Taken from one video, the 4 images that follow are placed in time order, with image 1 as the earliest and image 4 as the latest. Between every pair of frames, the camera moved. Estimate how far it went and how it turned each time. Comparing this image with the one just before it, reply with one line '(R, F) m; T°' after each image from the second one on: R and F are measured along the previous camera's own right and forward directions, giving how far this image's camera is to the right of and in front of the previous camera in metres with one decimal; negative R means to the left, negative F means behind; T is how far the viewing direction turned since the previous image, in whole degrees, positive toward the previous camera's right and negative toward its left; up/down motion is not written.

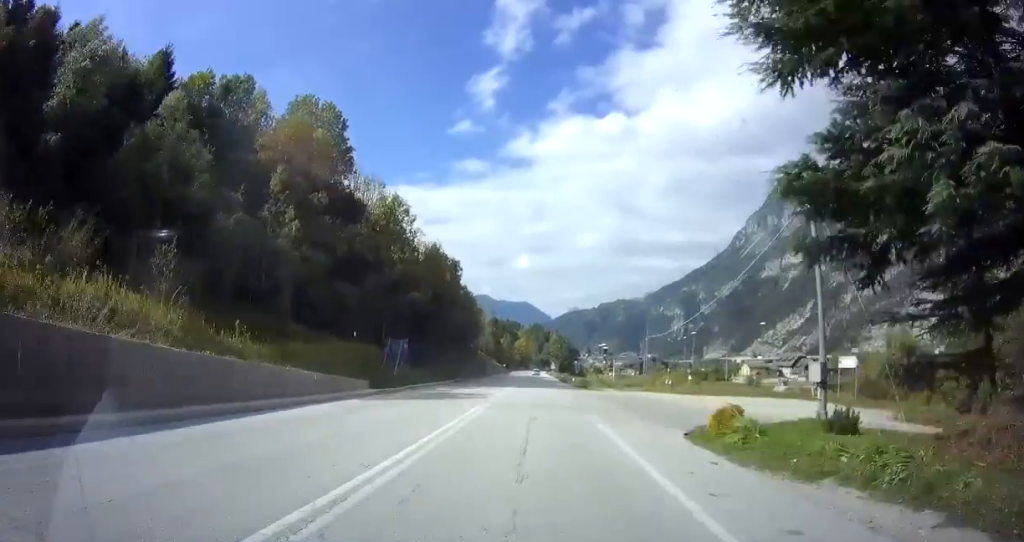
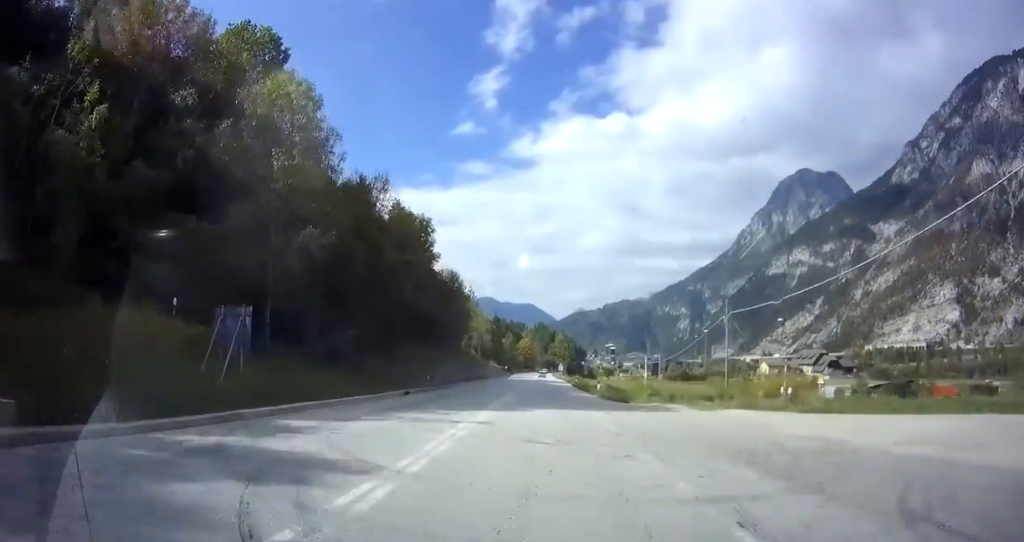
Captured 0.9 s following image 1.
(0.0, +20.9) m; 0°
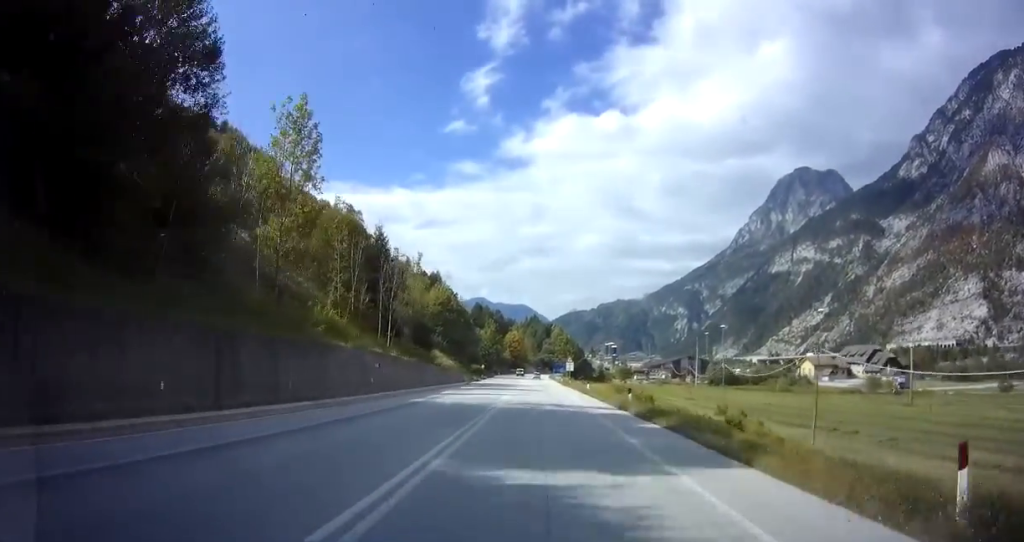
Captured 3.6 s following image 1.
(-0.3, +62.3) m; 0°
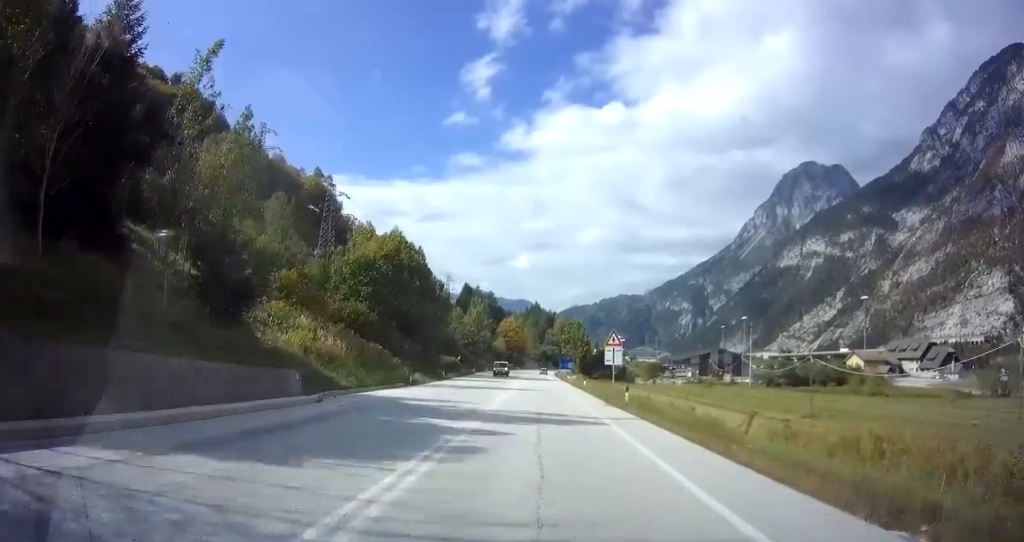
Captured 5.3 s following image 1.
(+0.8, +41.6) m; +1°
